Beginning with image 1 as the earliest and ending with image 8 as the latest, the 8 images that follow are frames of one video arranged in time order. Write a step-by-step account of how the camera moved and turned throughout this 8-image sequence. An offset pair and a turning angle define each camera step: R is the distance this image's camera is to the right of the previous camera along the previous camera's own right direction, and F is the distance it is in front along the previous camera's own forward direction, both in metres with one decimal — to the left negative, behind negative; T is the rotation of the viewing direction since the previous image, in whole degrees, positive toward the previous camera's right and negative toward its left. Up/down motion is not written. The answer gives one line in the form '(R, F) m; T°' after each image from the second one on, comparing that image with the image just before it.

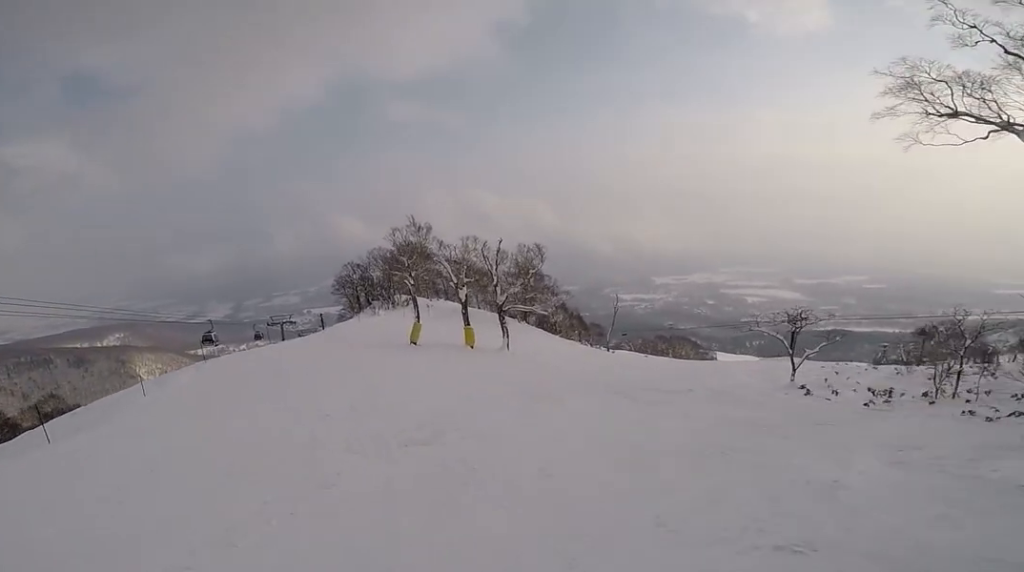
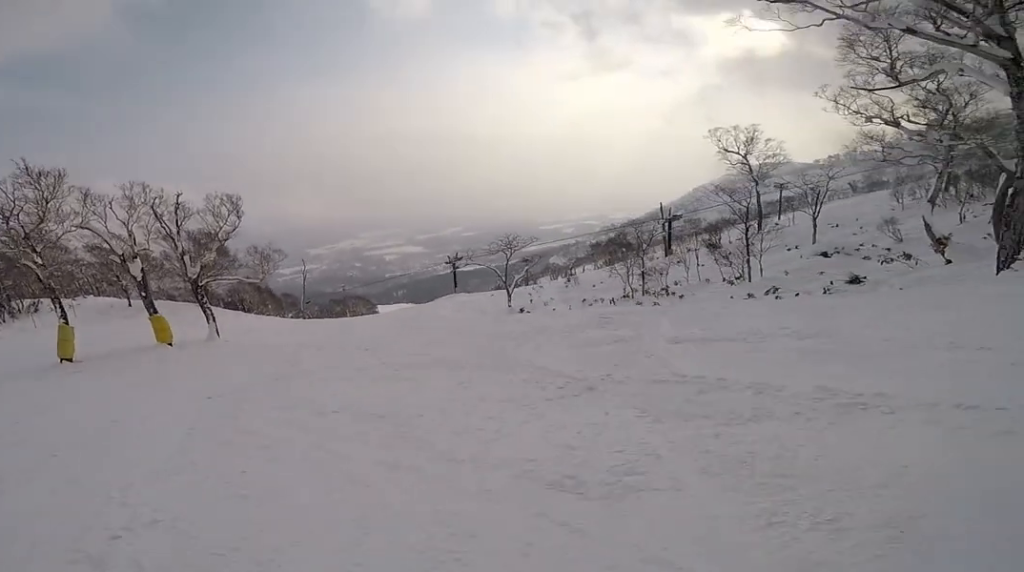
(+2.3, +10.4) m; +33°
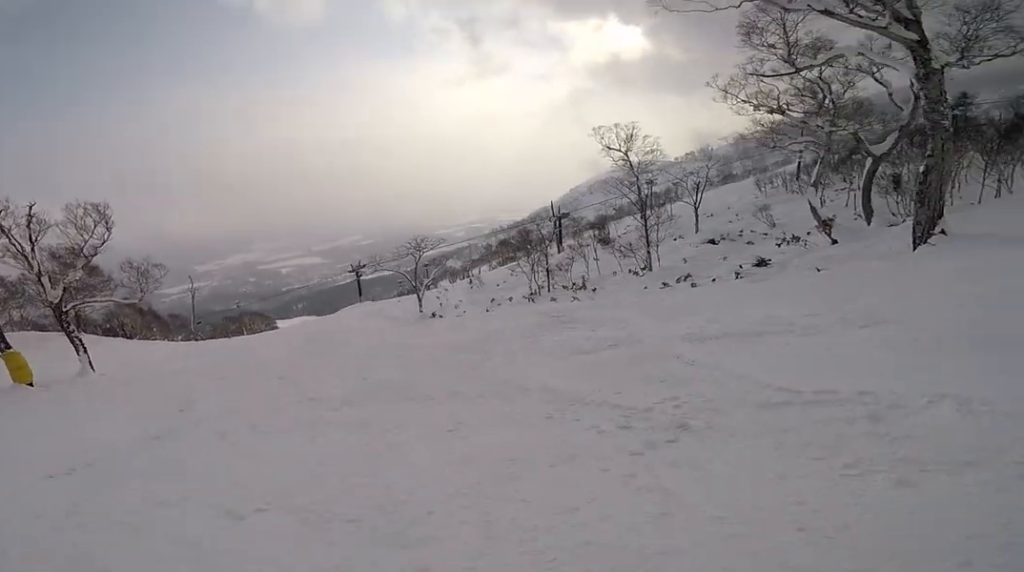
(+0.7, +2.5) m; +11°
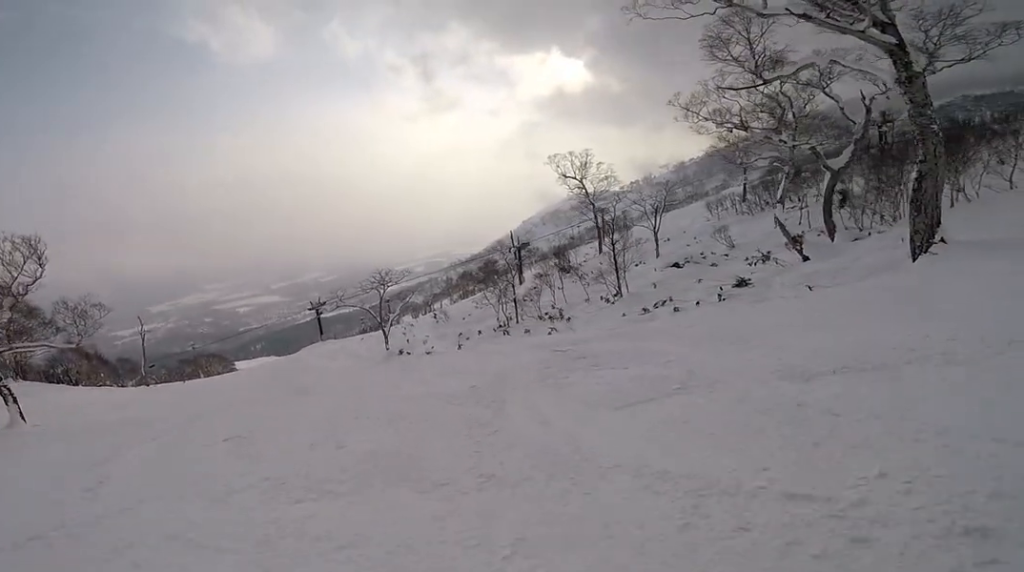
(+0.3, +2.2) m; +10°
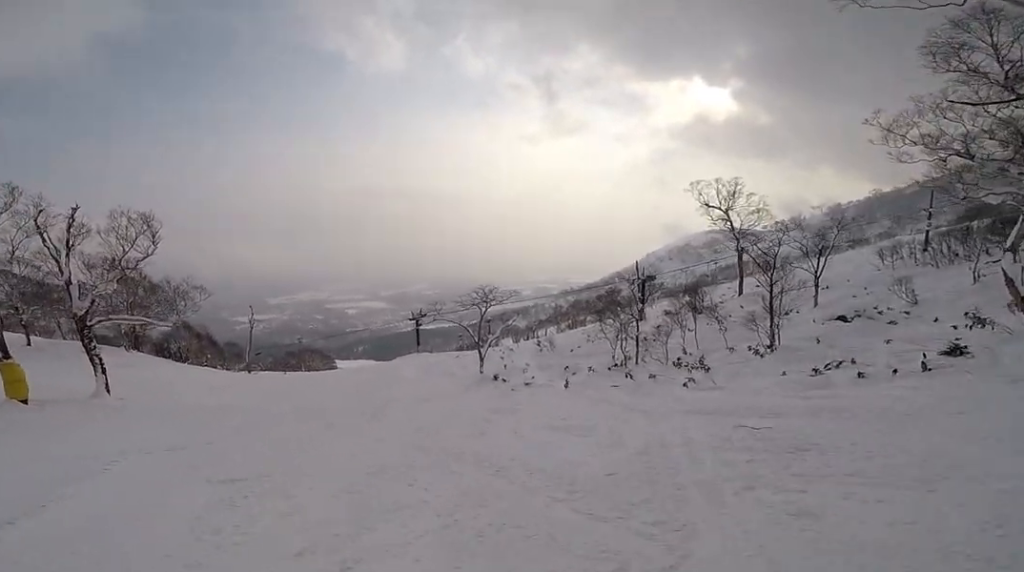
(+0.4, +3.1) m; +4°
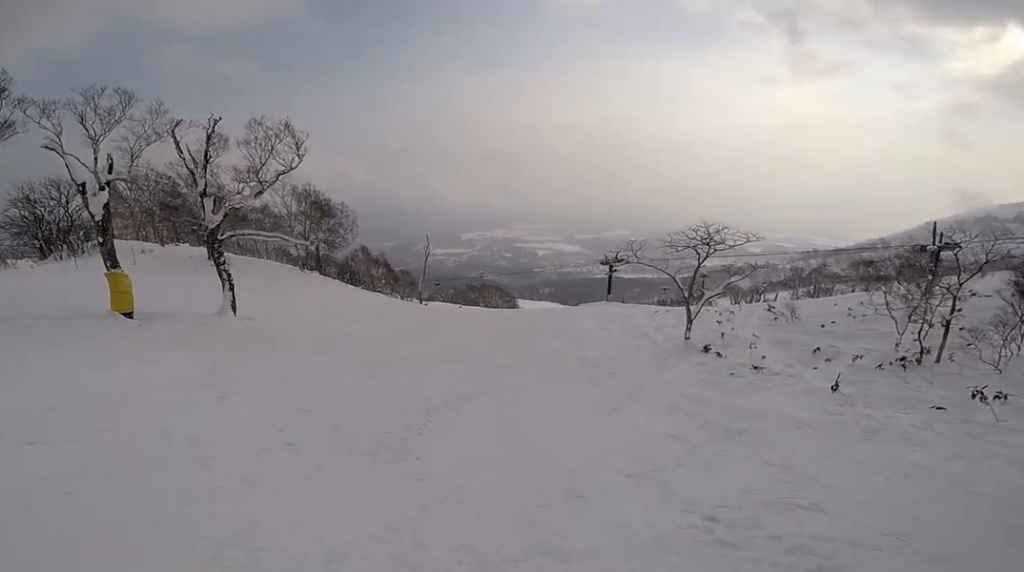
(0.0, +6.5) m; -14°
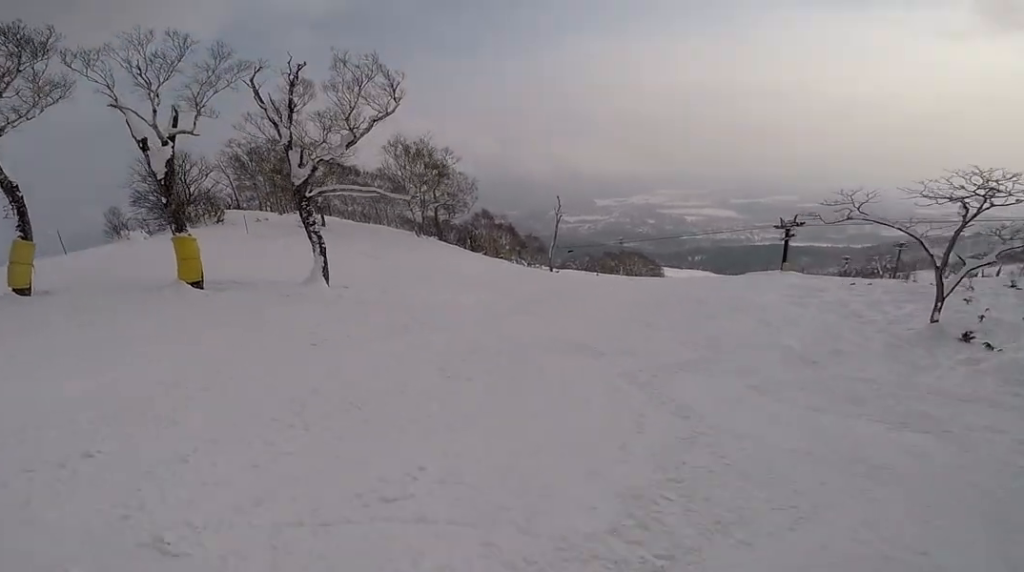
(-1.0, +4.8) m; -17°
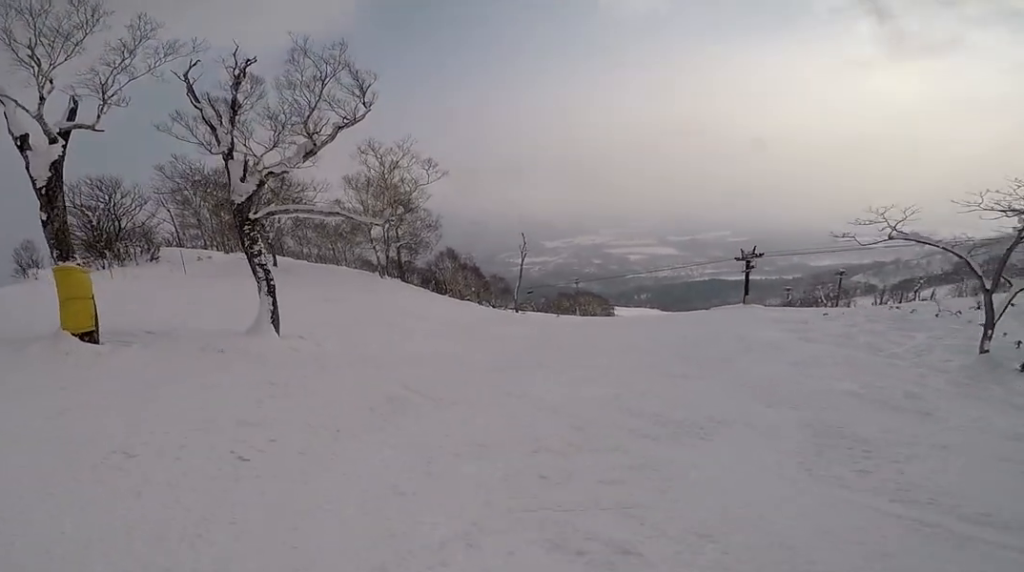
(-0.7, +5.0) m; -4°
